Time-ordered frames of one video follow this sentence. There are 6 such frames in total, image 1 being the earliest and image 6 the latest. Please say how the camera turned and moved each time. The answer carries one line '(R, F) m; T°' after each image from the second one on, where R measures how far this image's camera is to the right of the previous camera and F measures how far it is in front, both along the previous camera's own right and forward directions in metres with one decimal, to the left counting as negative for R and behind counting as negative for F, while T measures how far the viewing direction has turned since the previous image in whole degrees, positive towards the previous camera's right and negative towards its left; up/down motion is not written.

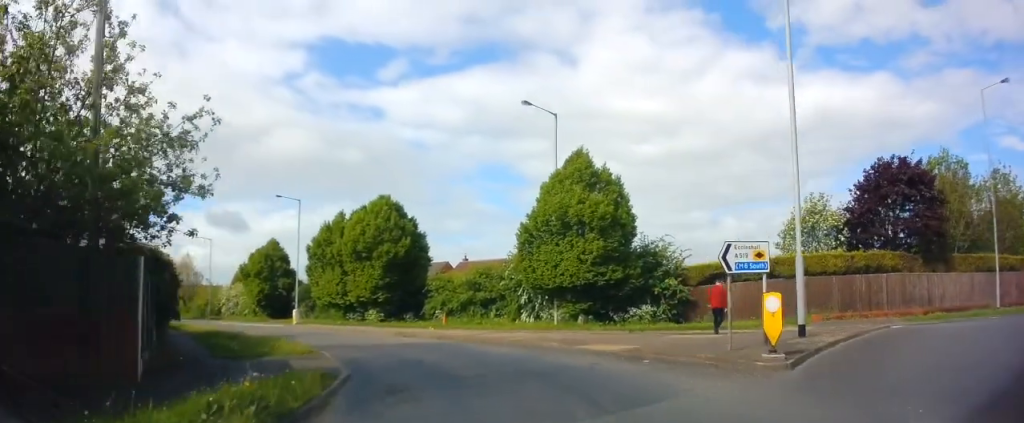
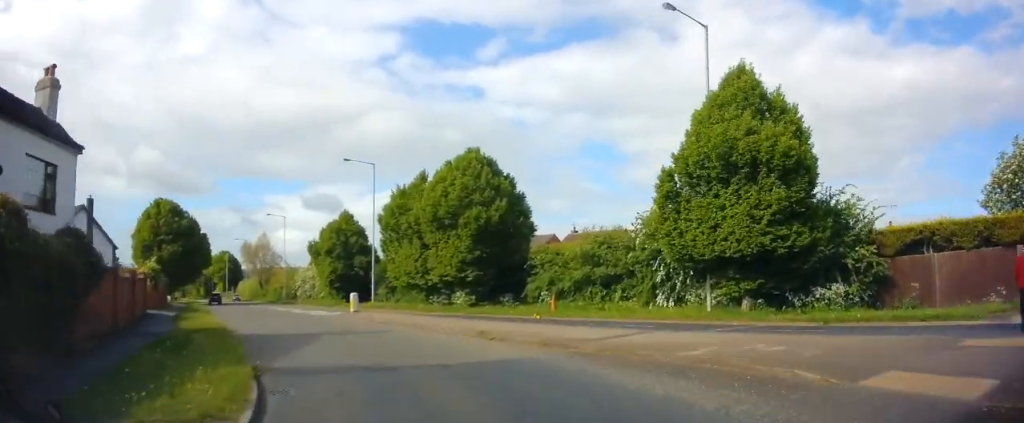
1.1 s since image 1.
(0.0, +9.0) m; -3°
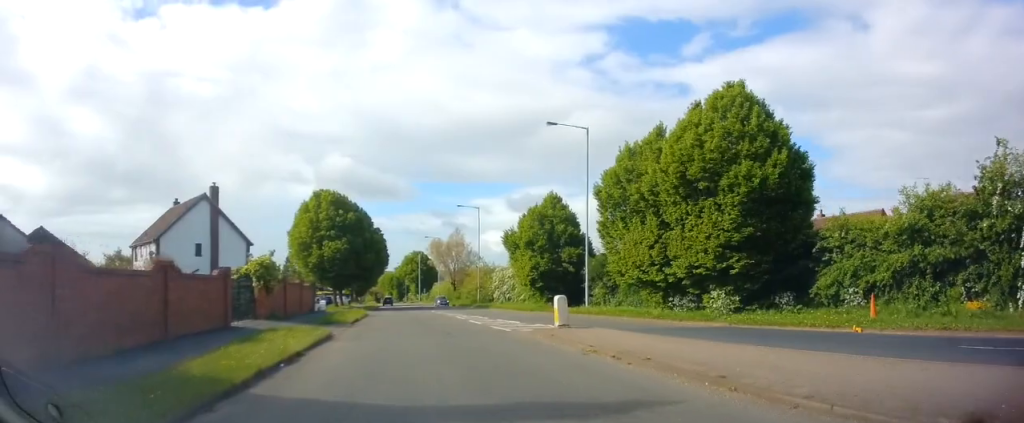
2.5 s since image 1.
(-1.5, +10.7) m; -20°
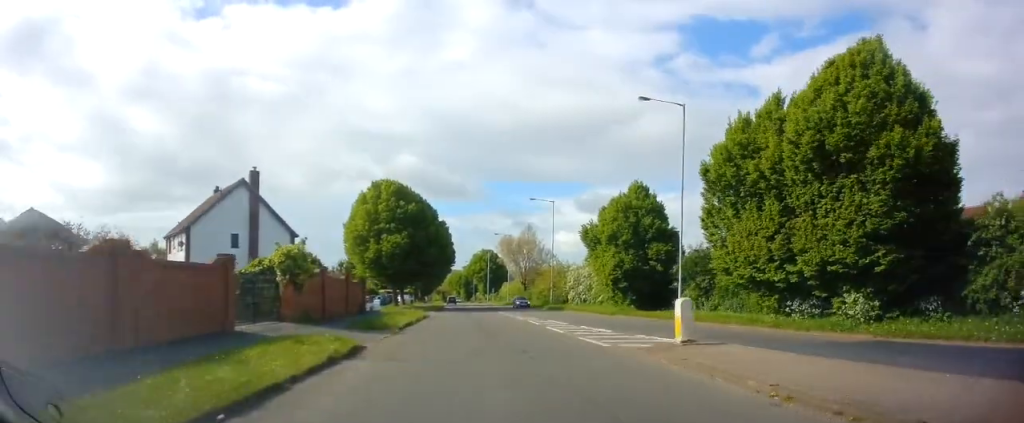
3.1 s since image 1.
(-0.6, +4.8) m; -9°
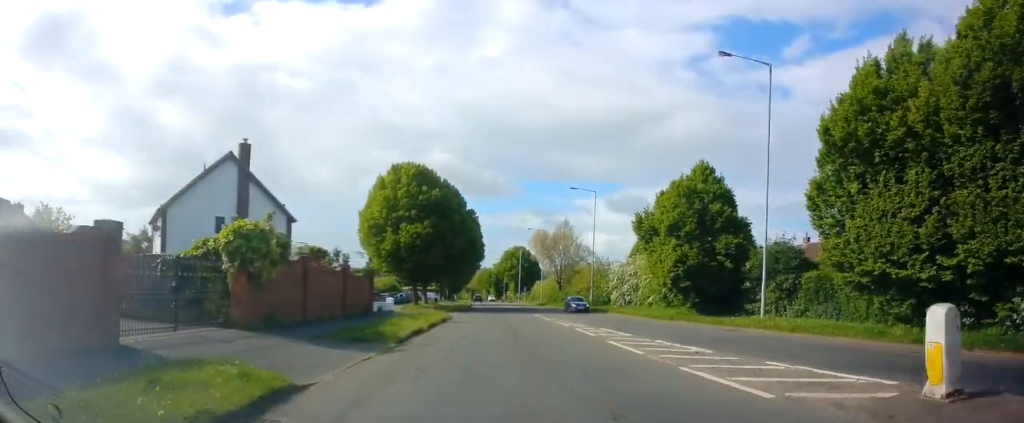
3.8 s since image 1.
(-0.6, +6.5) m; -4°
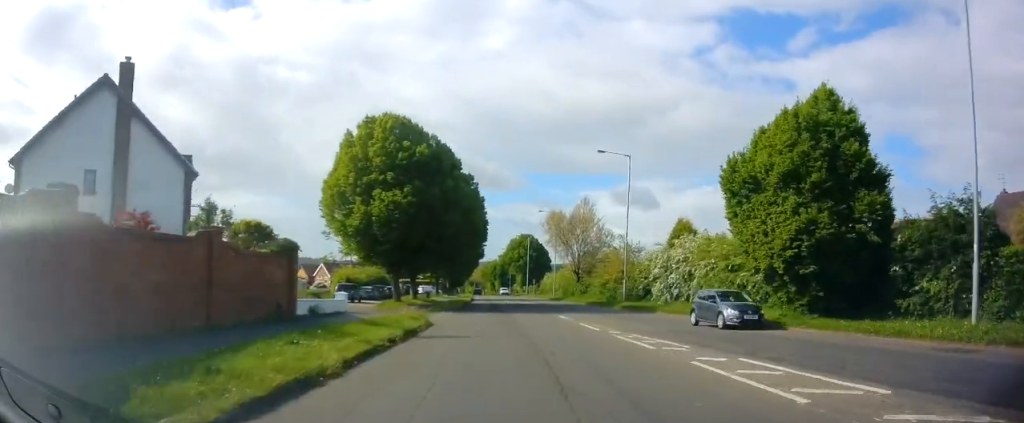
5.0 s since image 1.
(-0.1, +12.0) m; 0°
